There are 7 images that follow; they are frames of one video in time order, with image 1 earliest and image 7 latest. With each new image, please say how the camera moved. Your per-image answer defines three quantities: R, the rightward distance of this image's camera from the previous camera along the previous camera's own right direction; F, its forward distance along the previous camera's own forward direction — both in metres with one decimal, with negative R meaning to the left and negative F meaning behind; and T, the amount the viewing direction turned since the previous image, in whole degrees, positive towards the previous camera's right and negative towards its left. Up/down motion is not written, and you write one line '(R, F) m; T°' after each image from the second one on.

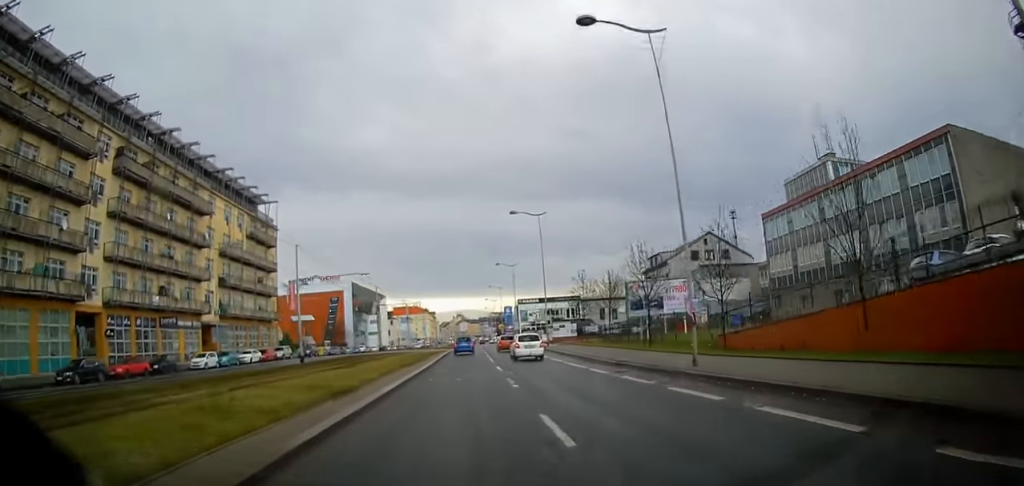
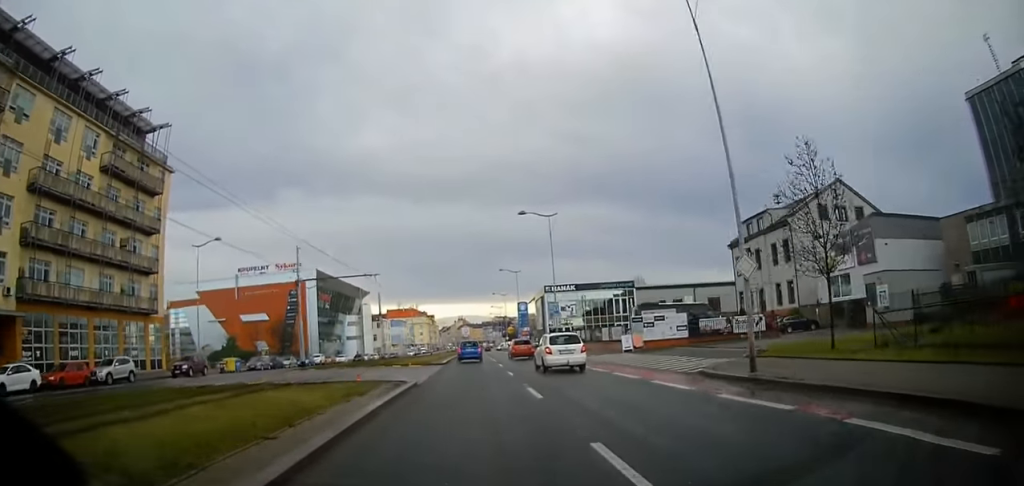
(-0.1, +37.7) m; 0°
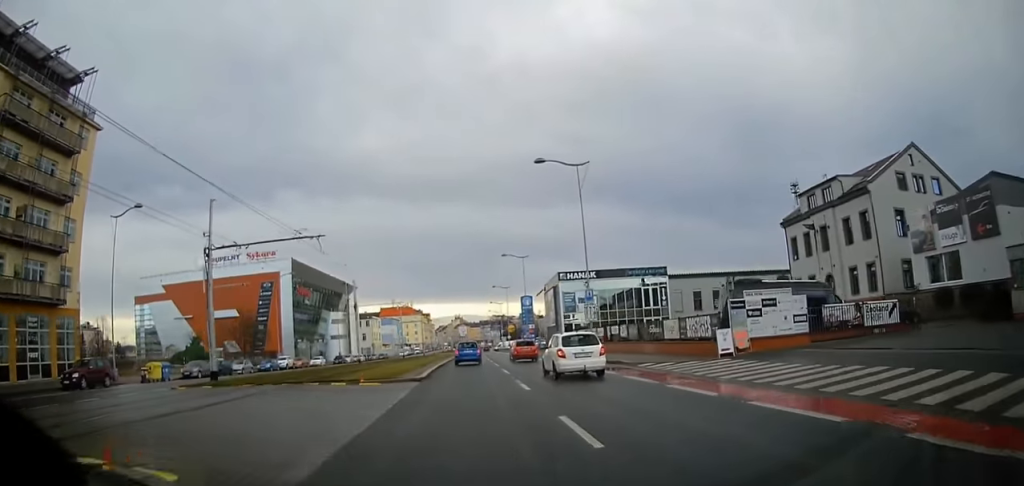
(0.0, +14.6) m; 0°
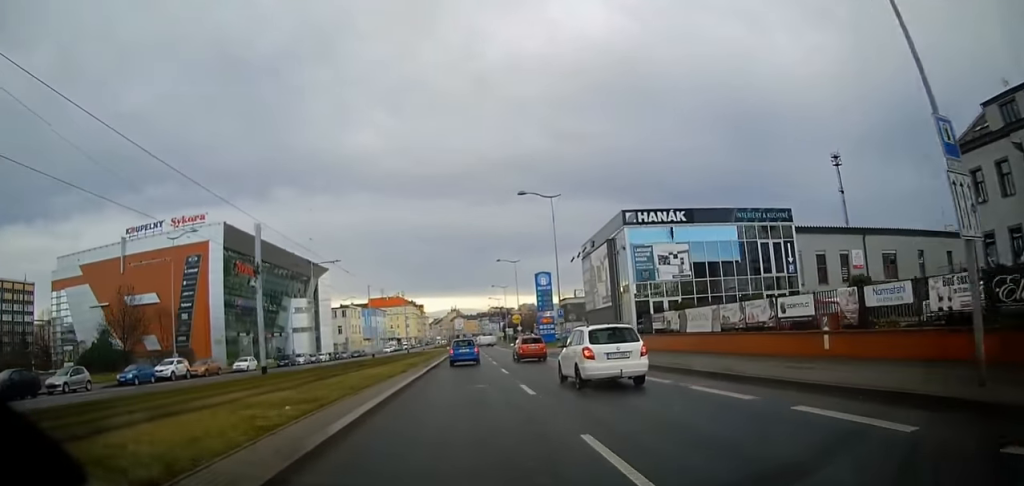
(0.0, +28.6) m; 0°
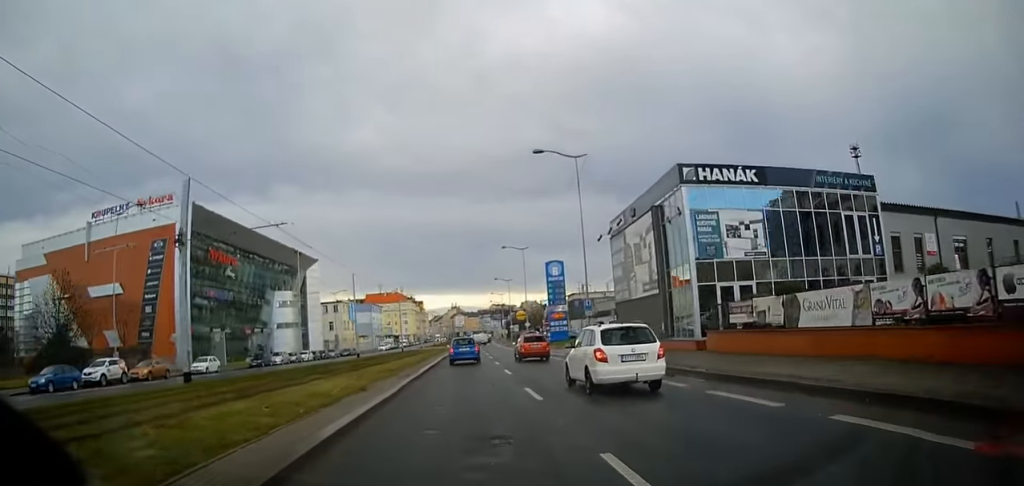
(0.0, +10.2) m; 0°
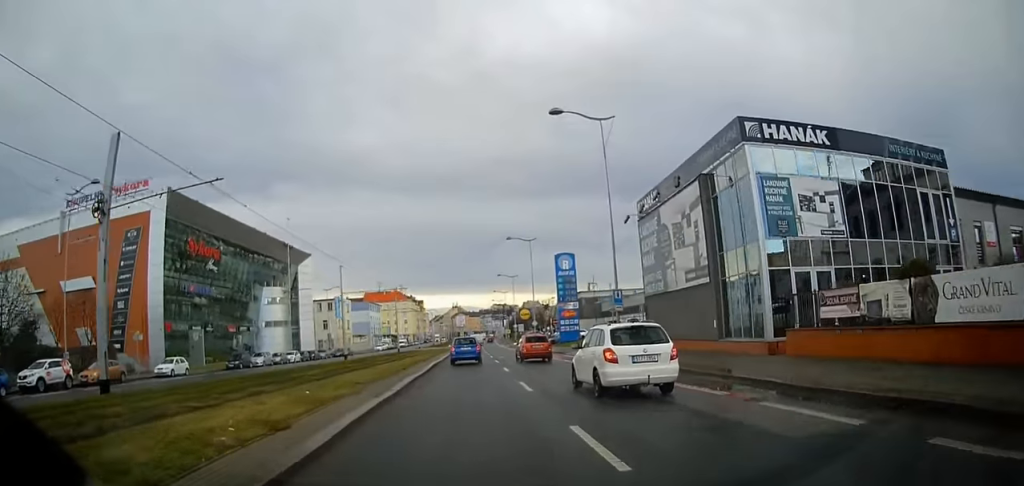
(0.0, +6.8) m; 0°
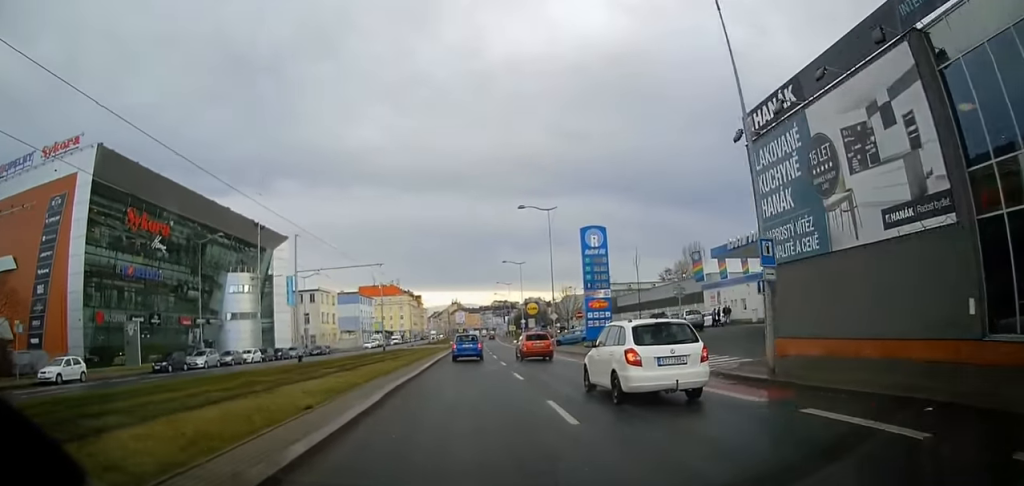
(+0.1, +14.8) m; 0°
